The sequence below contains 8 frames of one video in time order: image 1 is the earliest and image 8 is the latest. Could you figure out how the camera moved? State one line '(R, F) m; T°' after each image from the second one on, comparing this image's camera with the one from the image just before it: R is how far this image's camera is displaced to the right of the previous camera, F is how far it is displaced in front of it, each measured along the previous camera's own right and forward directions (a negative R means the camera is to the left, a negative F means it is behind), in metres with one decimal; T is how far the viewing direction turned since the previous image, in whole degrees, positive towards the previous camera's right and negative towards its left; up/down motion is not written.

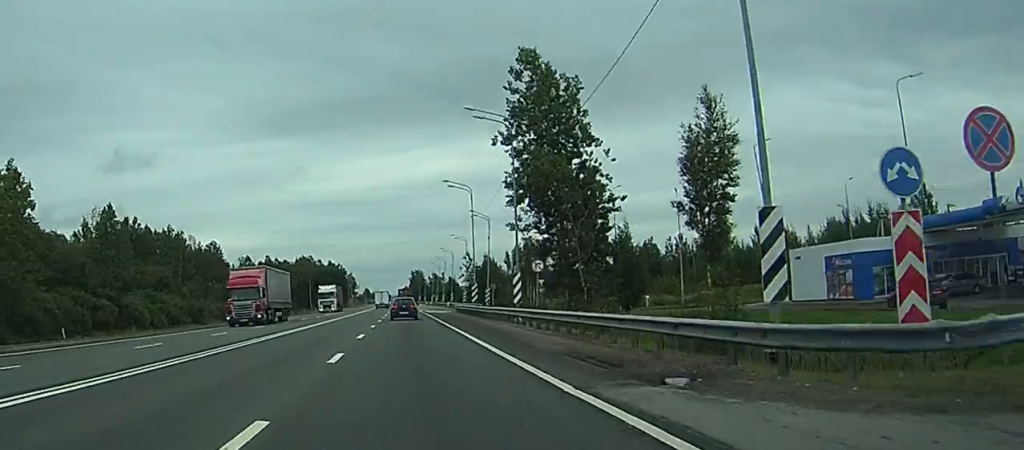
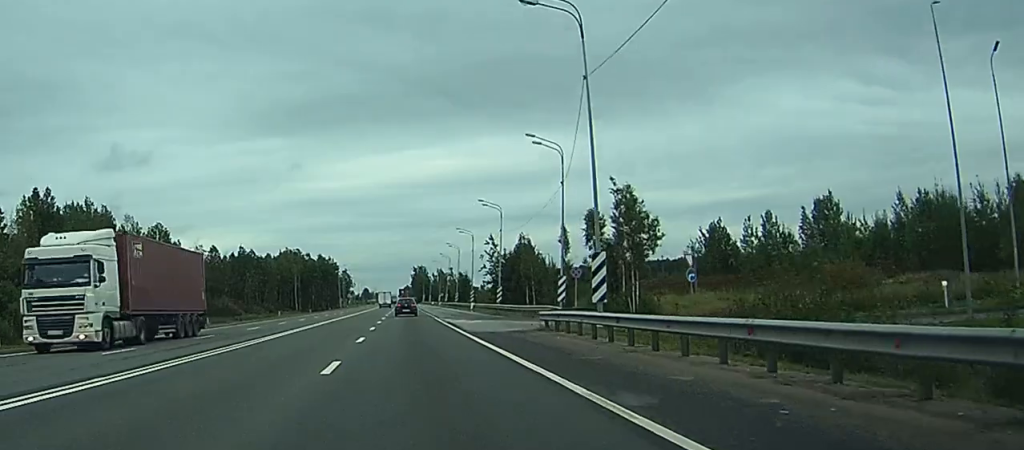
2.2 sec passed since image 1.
(-0.1, +50.3) m; 0°
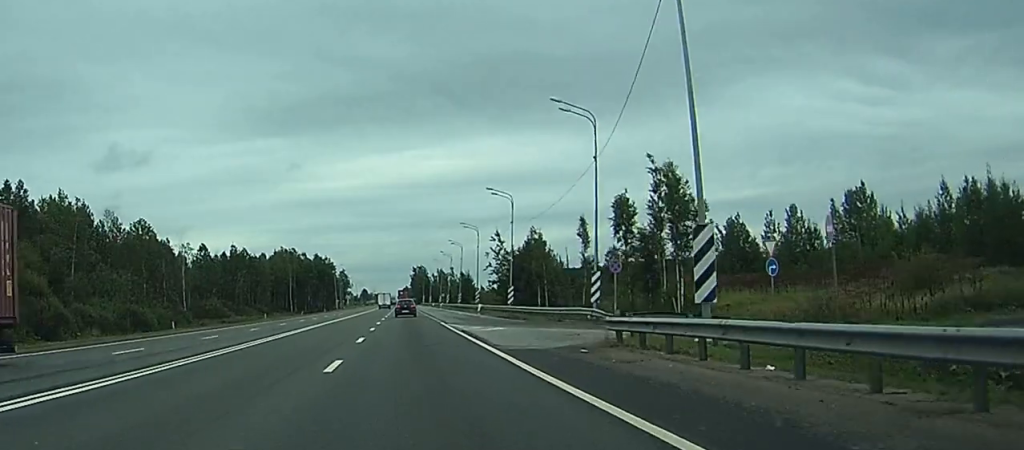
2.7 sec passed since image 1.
(0.0, +10.8) m; 0°
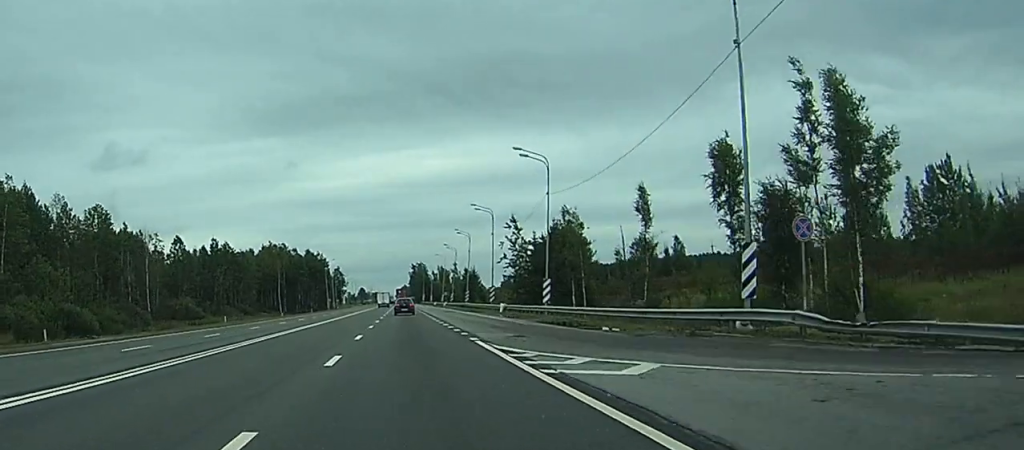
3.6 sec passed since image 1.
(0.0, +22.4) m; 0°
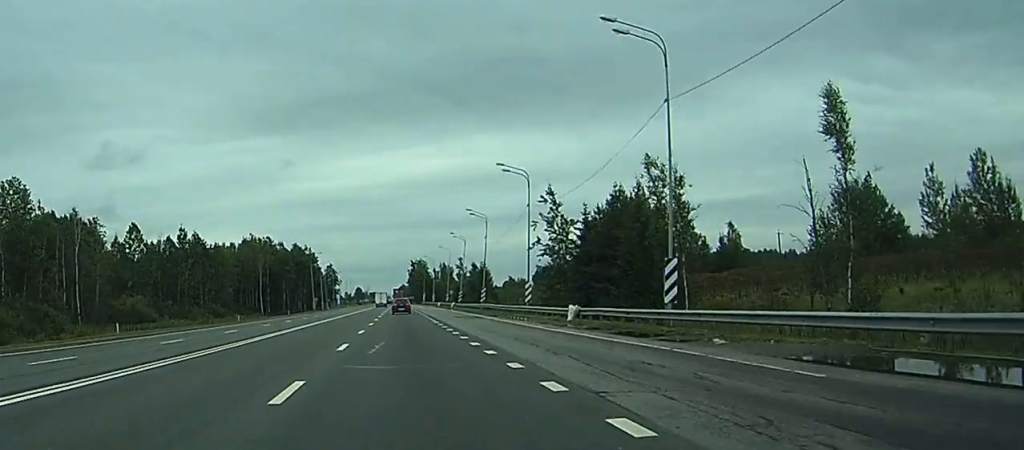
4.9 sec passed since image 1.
(+0.1, +30.3) m; 0°
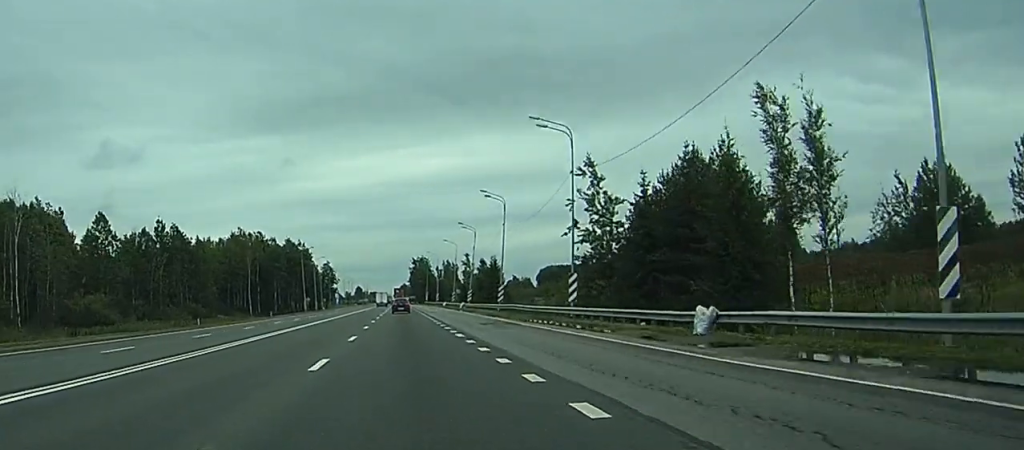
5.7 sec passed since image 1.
(0.0, +18.6) m; 0°
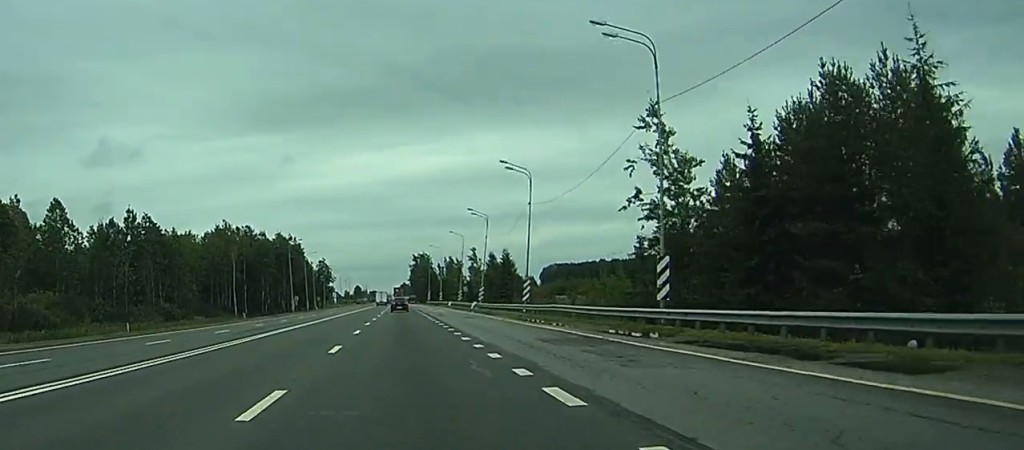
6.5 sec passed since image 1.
(0.0, +18.5) m; 0°
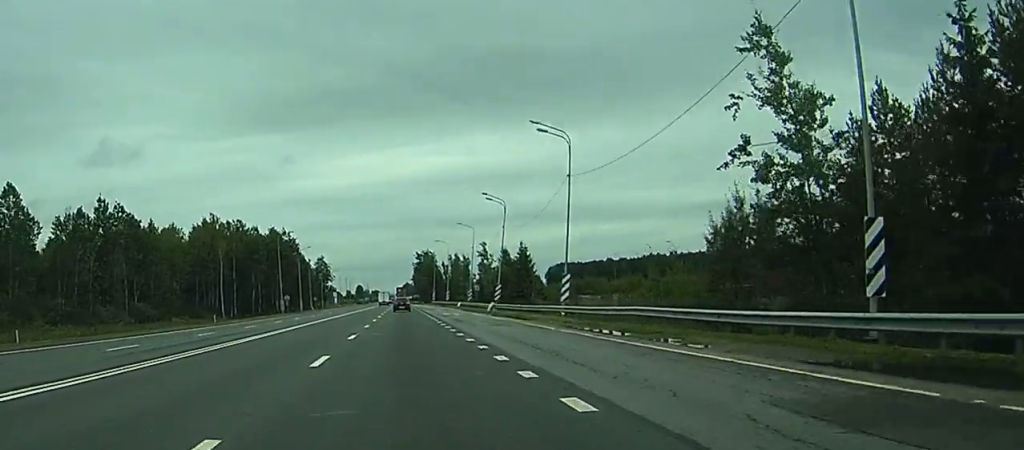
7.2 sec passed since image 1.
(0.0, +16.1) m; 0°
